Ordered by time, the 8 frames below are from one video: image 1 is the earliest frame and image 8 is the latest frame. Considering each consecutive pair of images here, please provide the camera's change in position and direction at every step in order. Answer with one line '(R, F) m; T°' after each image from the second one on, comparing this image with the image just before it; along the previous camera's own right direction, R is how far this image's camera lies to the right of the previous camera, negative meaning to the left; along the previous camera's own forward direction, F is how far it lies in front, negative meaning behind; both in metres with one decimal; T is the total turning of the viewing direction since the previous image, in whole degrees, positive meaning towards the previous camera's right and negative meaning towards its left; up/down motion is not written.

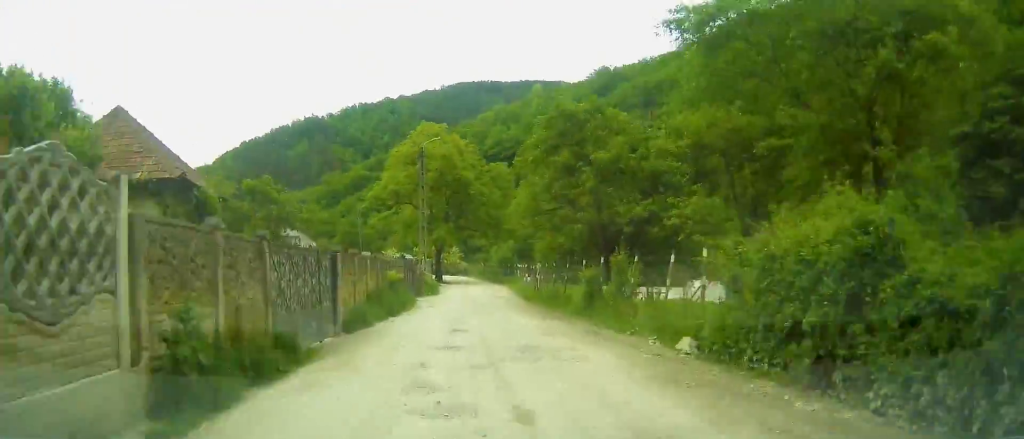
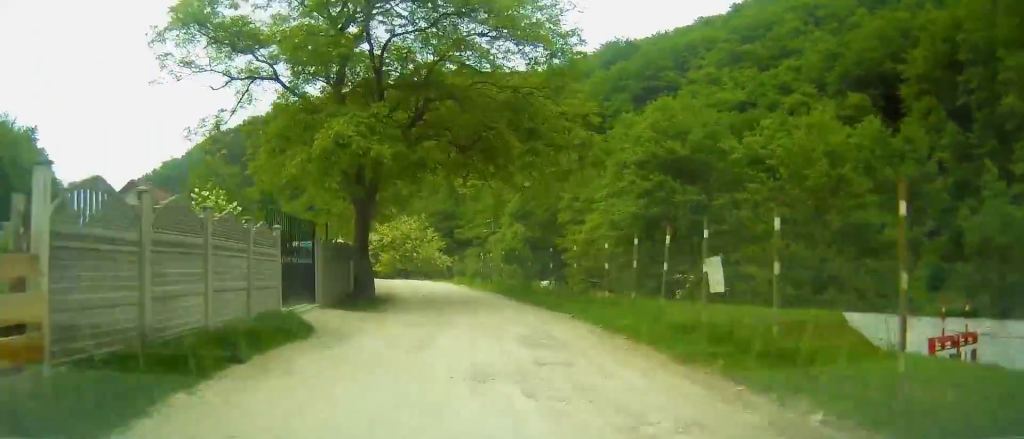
(+0.2, +38.4) m; -2°
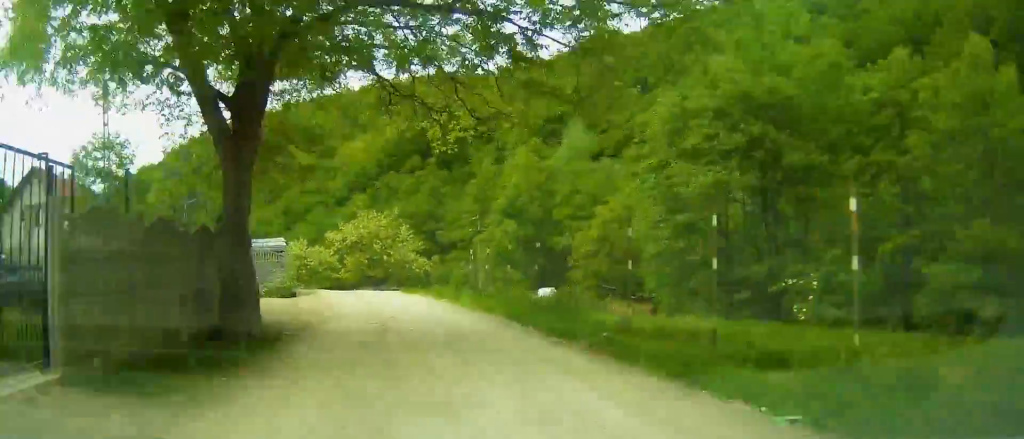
(-0.1, +10.2) m; -2°
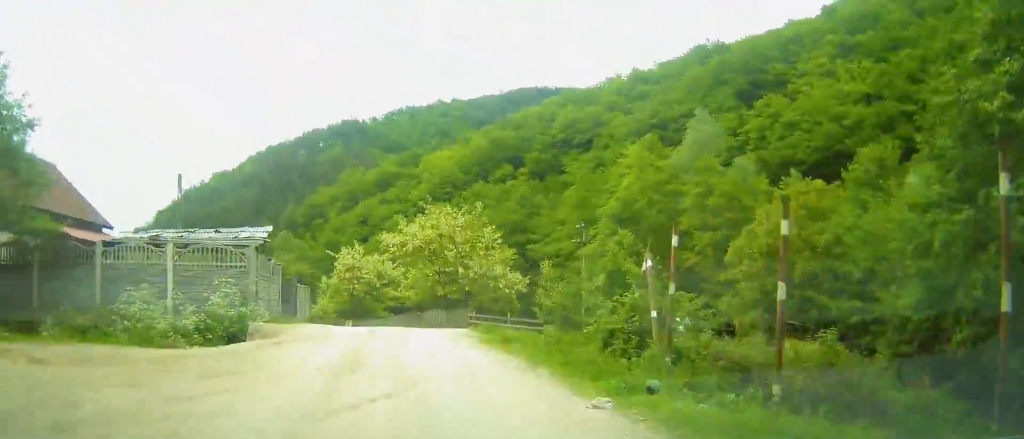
(-0.2, +15.2) m; -5°
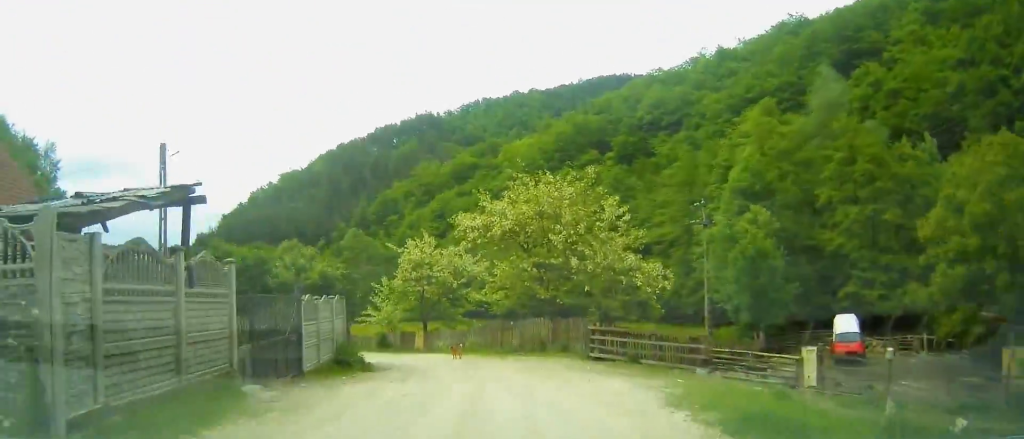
(-0.5, +11.1) m; -5°
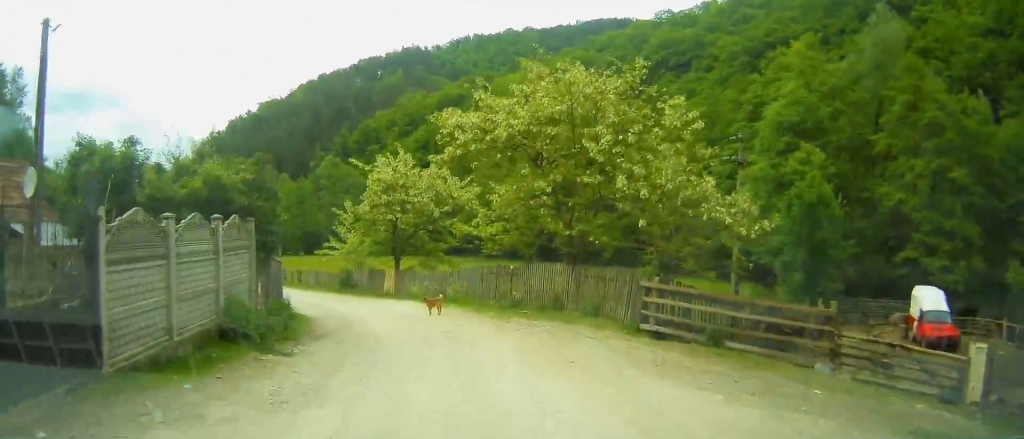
(-0.3, +8.4) m; -5°
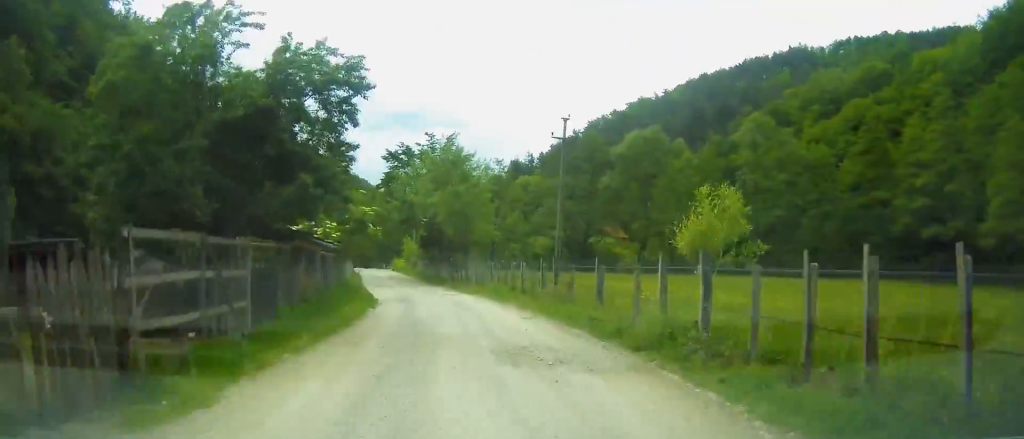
(-19.0, +59.5) m; -28°
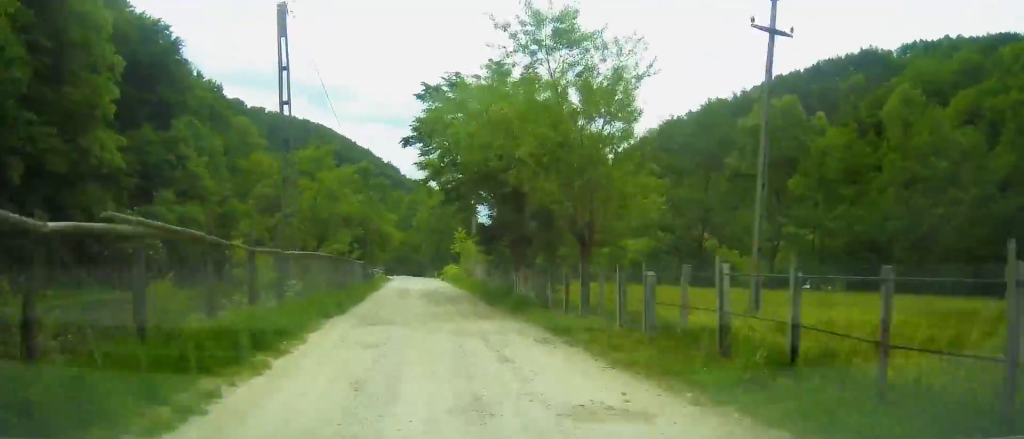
(-0.8, +19.9) m; -2°
